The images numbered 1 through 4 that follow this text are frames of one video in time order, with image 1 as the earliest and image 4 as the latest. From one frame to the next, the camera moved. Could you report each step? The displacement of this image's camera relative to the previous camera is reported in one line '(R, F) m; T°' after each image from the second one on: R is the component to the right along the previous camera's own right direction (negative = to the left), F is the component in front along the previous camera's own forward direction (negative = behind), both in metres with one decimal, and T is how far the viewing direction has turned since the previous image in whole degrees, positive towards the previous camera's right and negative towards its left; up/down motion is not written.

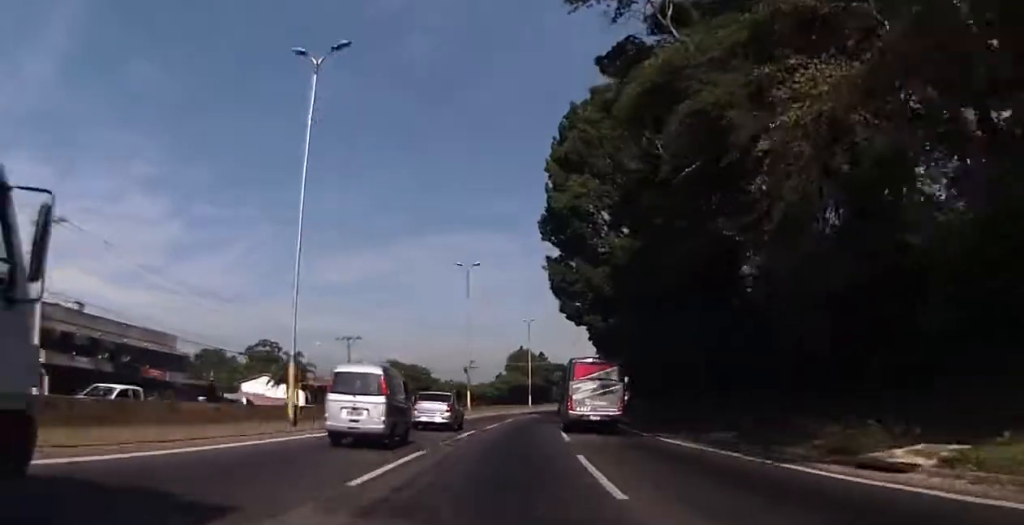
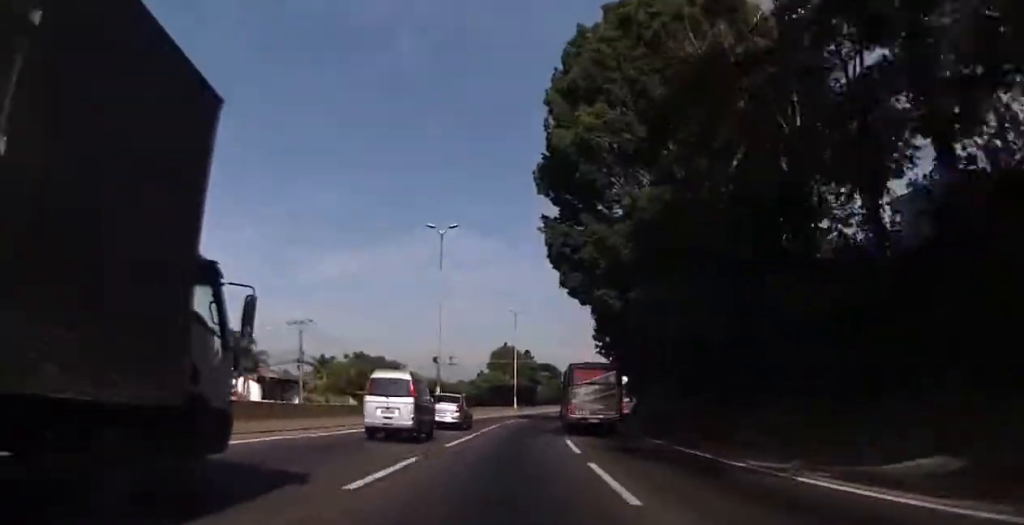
(0.0, +13.8) m; +1°
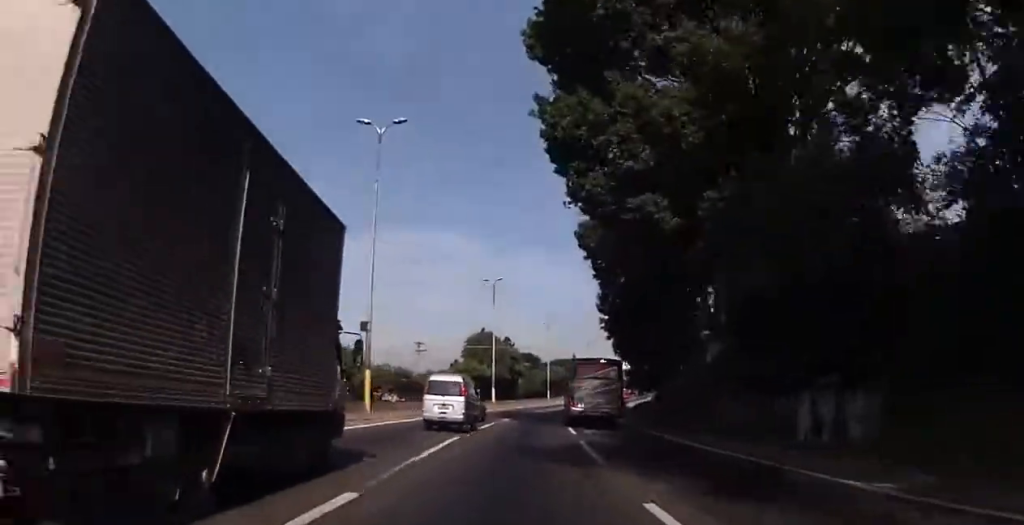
(+0.2, +17.8) m; +1°
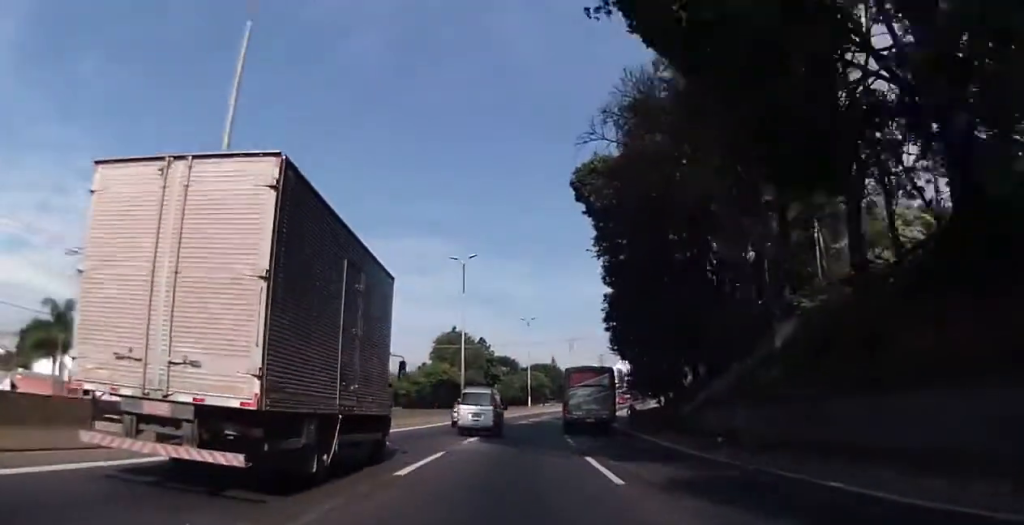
(+0.1, +14.5) m; +1°
